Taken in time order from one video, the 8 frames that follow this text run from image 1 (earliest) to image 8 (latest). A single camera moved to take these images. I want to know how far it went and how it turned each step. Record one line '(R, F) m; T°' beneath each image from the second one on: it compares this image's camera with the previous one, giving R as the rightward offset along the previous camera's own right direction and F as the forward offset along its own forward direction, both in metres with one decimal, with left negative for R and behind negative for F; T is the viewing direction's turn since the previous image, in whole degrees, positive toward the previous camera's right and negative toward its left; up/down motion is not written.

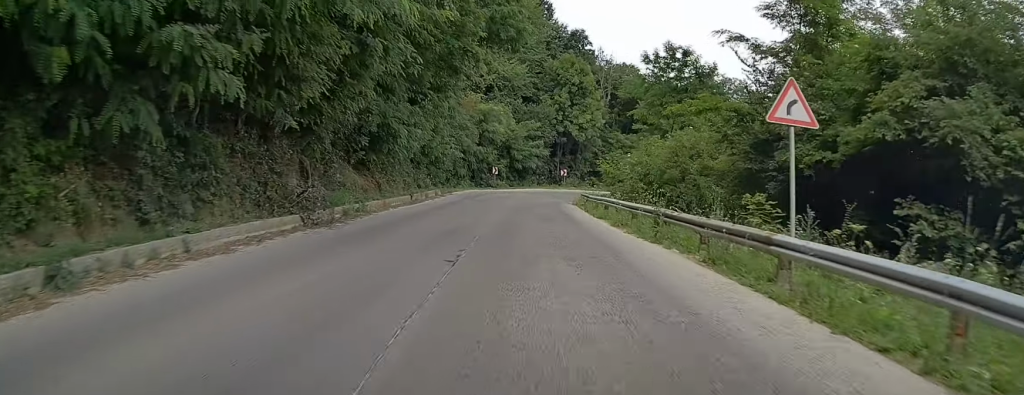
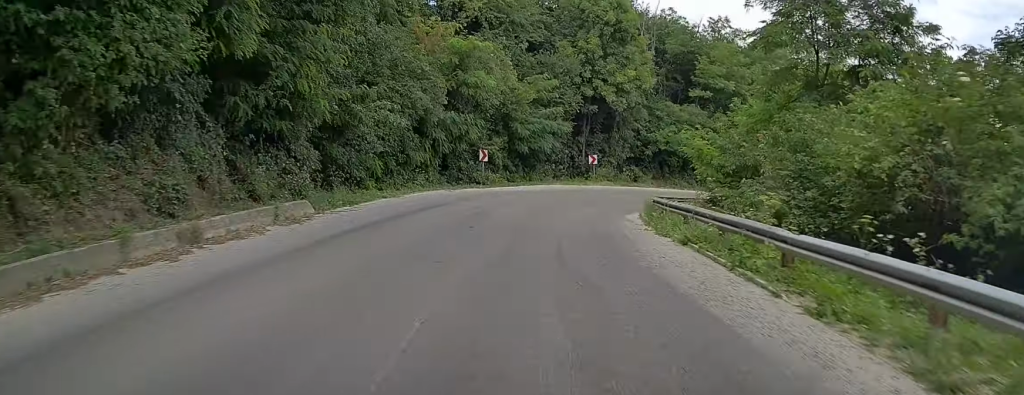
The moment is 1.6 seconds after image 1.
(+0.2, +27.6) m; +2°
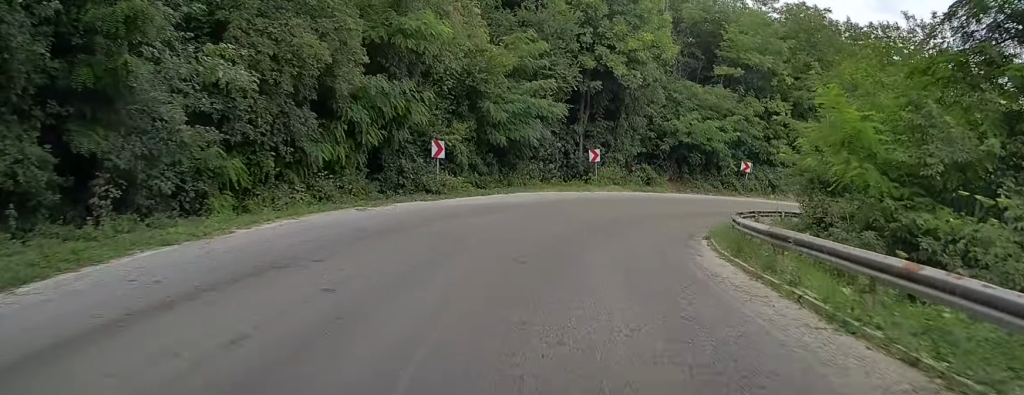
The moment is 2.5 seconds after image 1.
(+0.4, +13.7) m; +5°
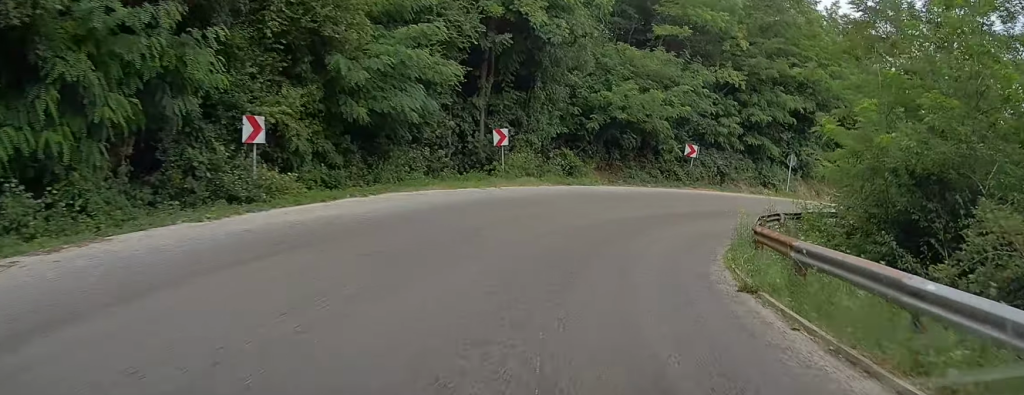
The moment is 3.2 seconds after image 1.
(+0.4, +10.3) m; +7°
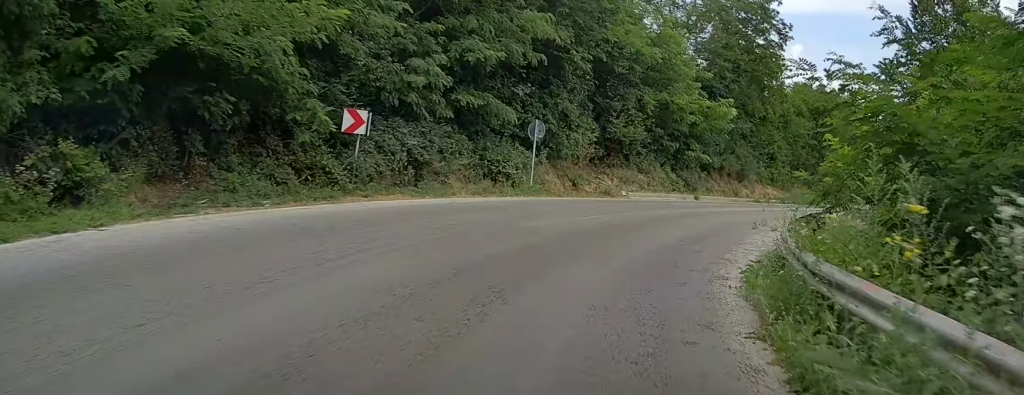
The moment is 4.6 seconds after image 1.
(+3.7, +19.4) m; +25°
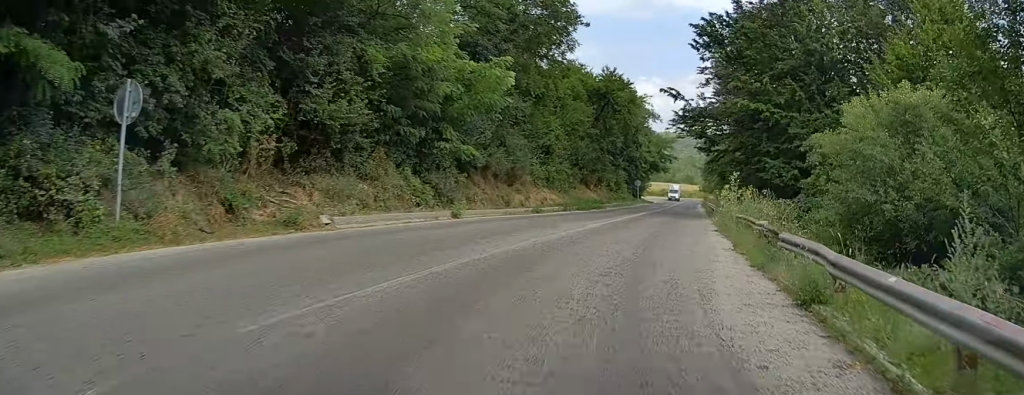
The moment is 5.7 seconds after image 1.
(+2.7, +14.4) m; +18°
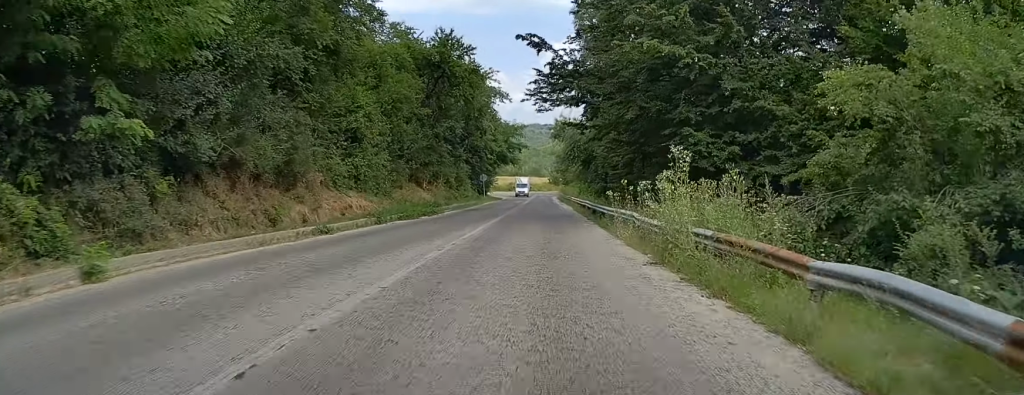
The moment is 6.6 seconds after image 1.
(+1.6, +13.6) m; +9°
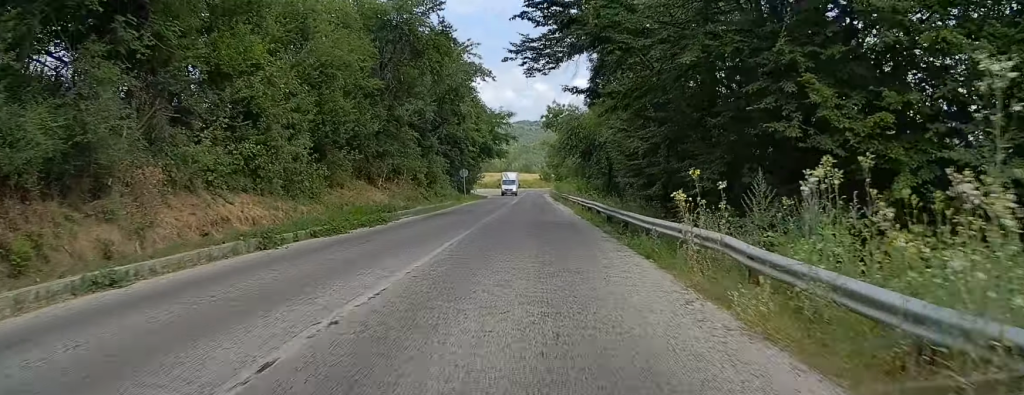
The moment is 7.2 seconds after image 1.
(+0.5, +10.9) m; +3°
